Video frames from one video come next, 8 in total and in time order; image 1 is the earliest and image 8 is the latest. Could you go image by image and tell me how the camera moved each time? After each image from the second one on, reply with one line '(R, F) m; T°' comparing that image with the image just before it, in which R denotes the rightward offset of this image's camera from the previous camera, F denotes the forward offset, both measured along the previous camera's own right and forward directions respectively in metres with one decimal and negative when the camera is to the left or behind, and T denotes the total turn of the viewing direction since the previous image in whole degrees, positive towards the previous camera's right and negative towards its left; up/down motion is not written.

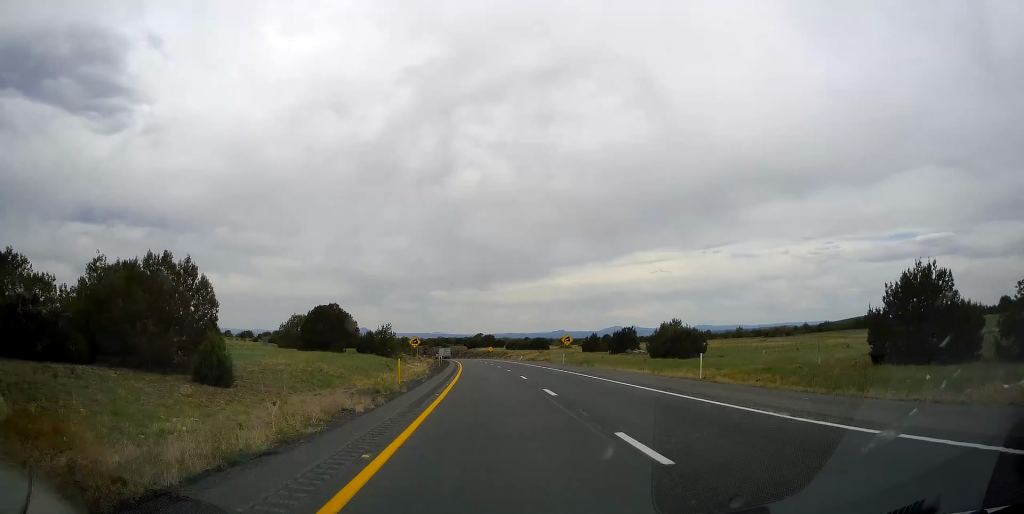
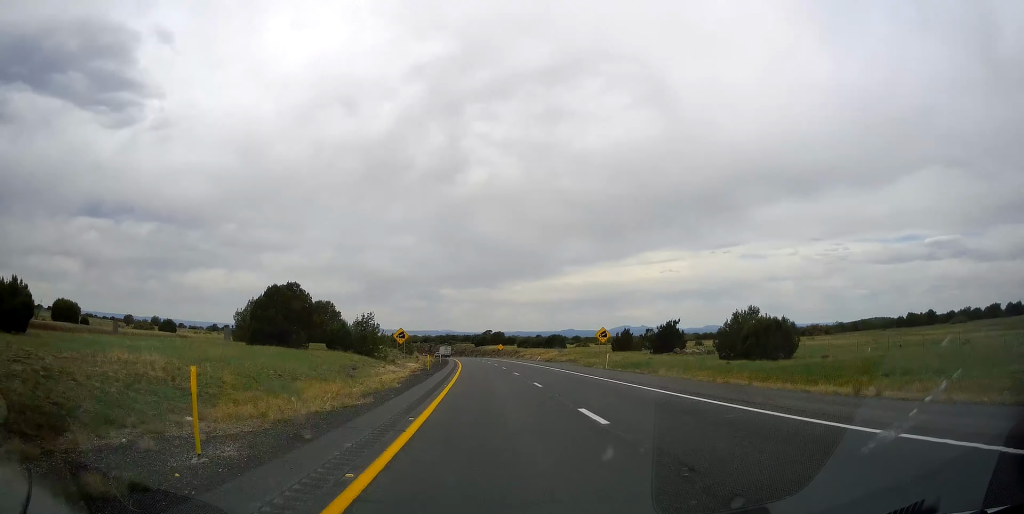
(-0.1, +19.9) m; -1°
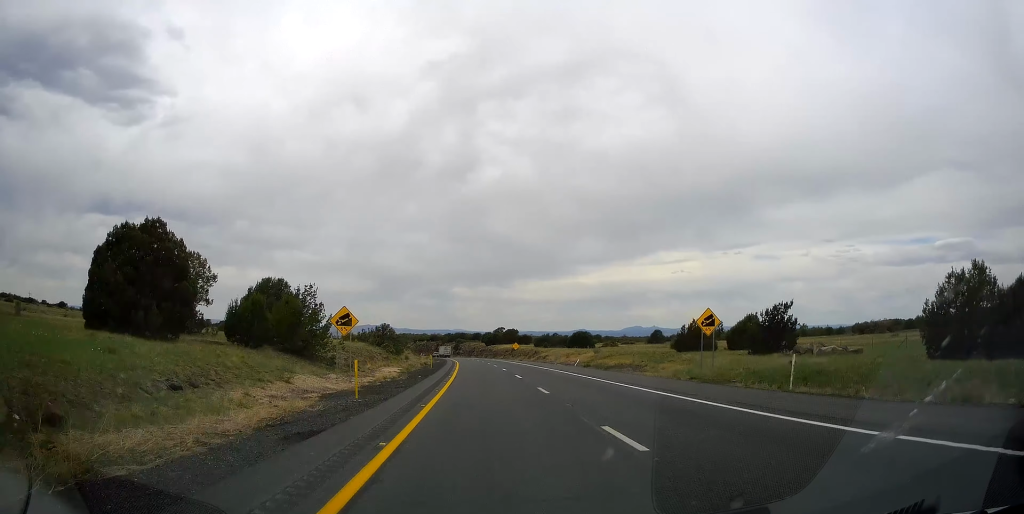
(-0.1, +27.7) m; -1°
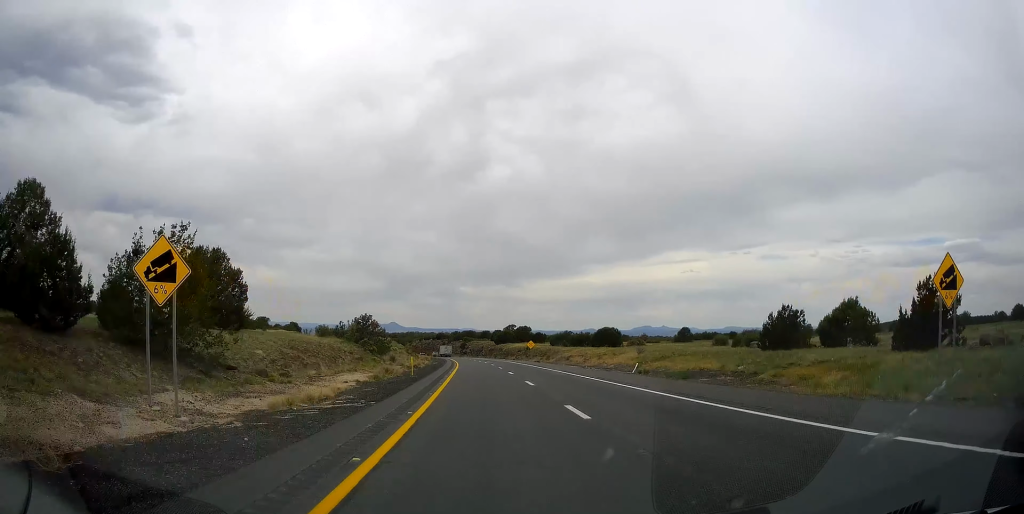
(-0.3, +20.0) m; -1°
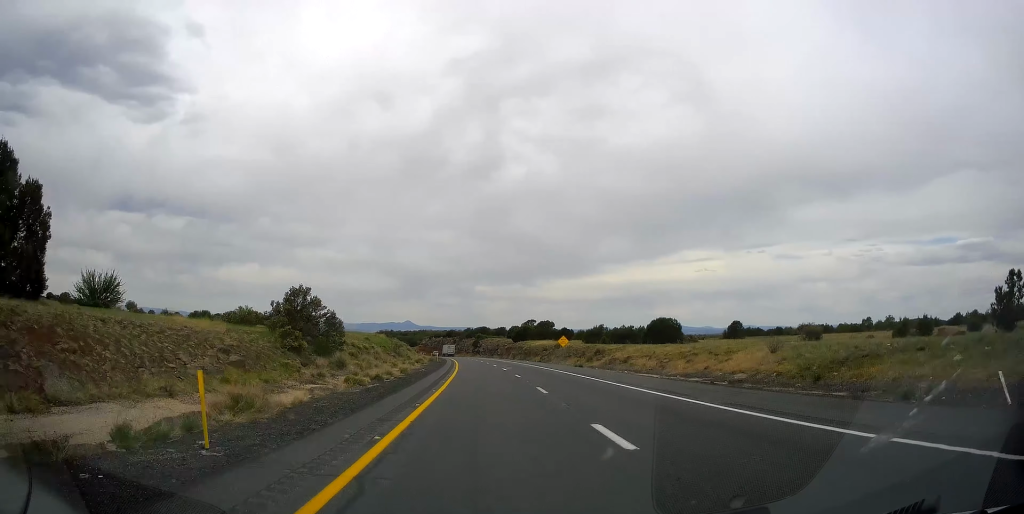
(-0.4, +28.8) m; -1°
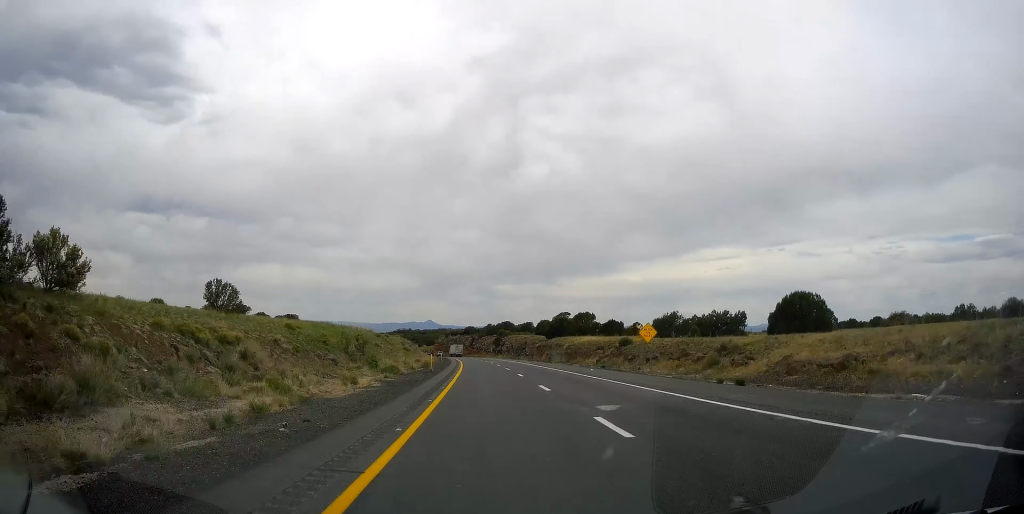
(-0.3, +35.4) m; -2°
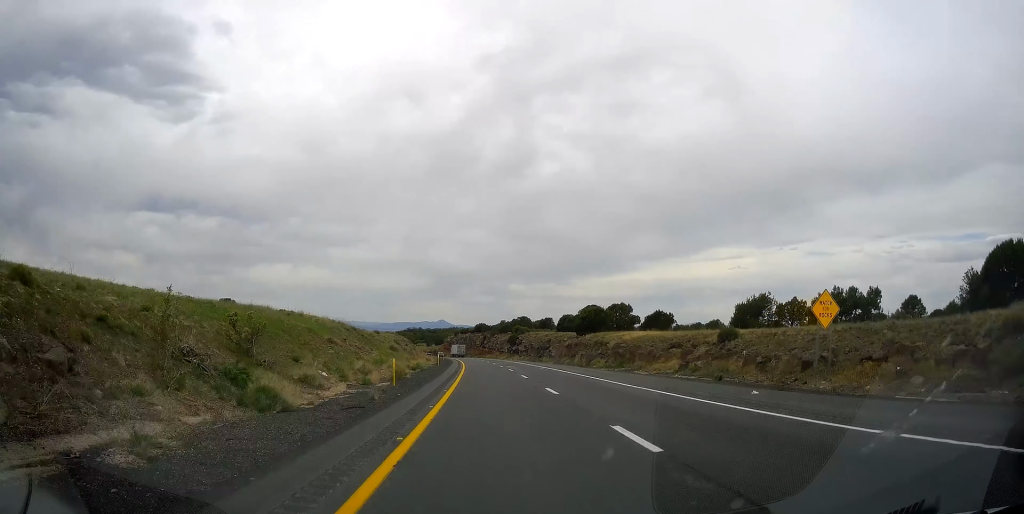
(-0.4, +25.4) m; -1°
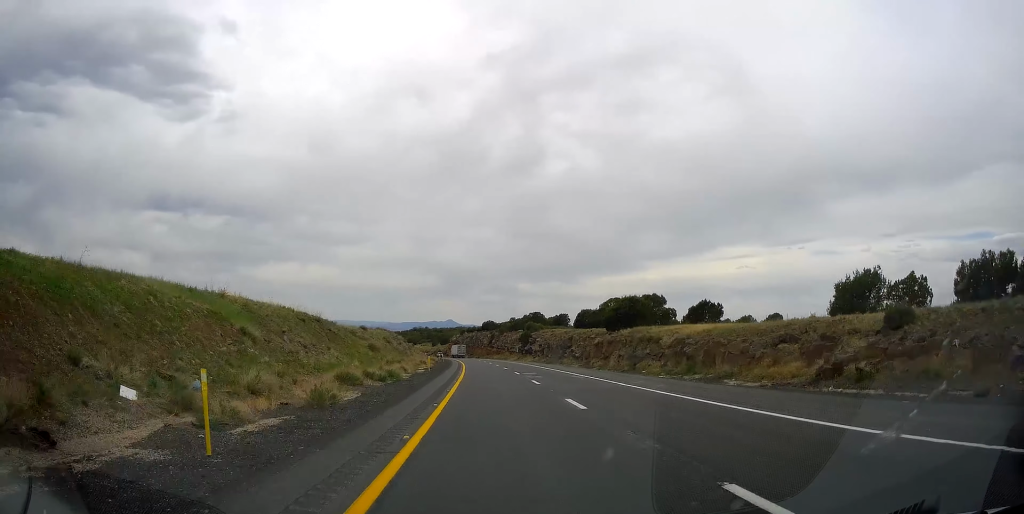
(-0.4, +17.7) m; -1°
